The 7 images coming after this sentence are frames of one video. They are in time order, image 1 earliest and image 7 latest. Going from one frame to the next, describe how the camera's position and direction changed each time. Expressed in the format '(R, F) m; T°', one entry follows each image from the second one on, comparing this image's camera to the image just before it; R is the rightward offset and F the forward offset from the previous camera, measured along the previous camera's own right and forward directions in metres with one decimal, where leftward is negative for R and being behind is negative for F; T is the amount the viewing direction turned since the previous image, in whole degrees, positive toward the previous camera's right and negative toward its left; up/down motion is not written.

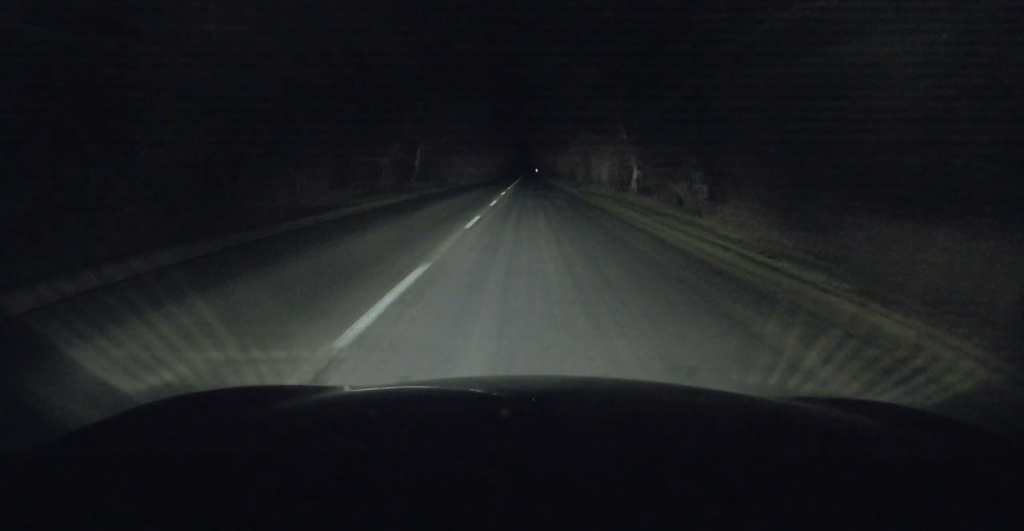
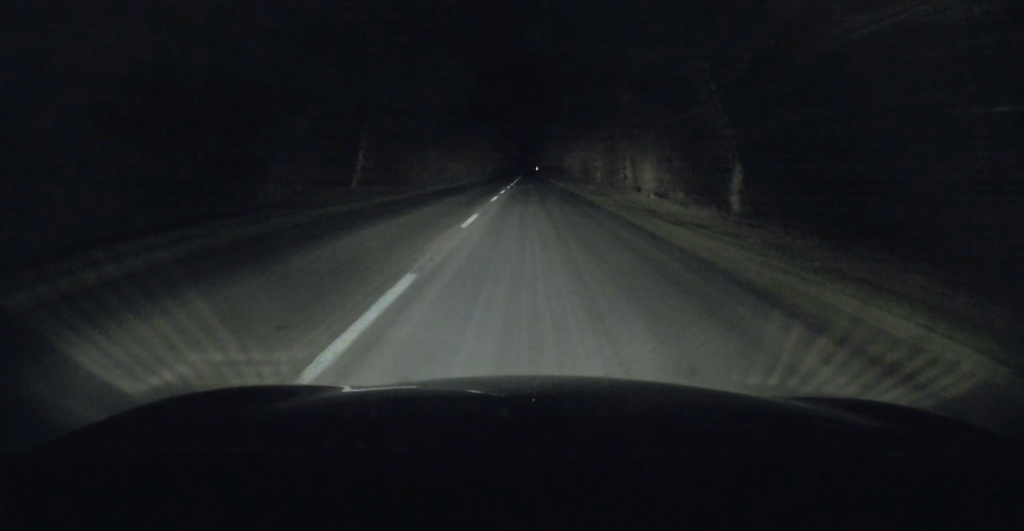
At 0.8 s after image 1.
(+0.4, +18.5) m; 0°
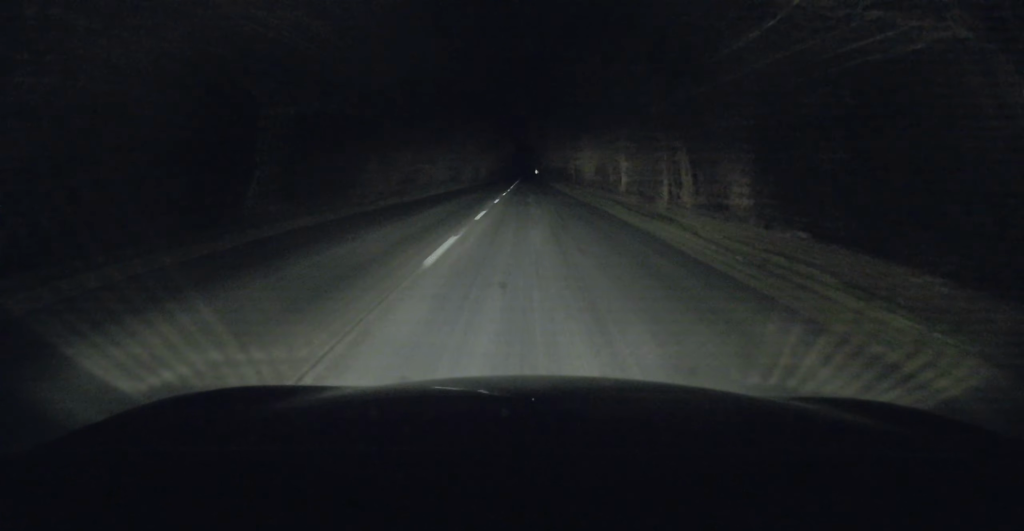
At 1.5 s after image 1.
(-0.3, +14.2) m; -1°
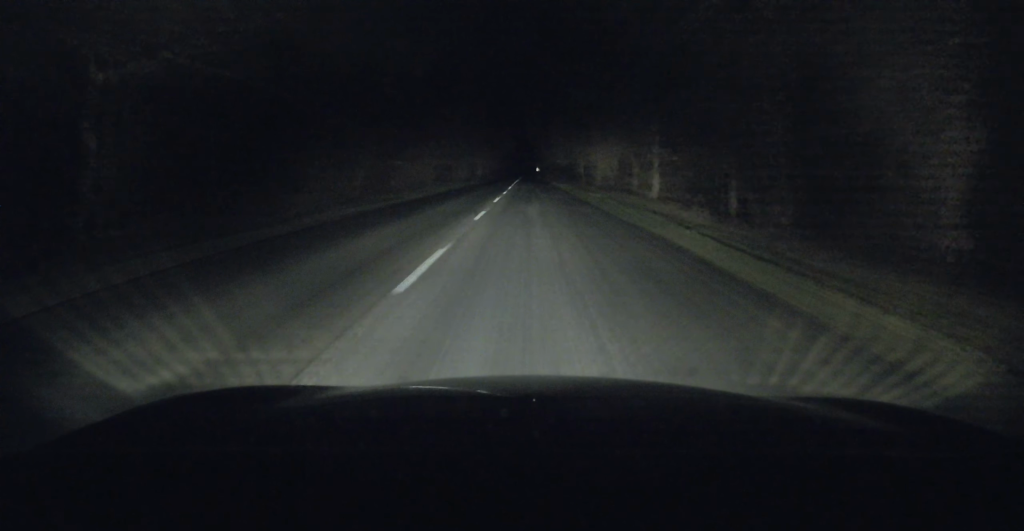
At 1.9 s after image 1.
(-0.1, +9.7) m; 0°
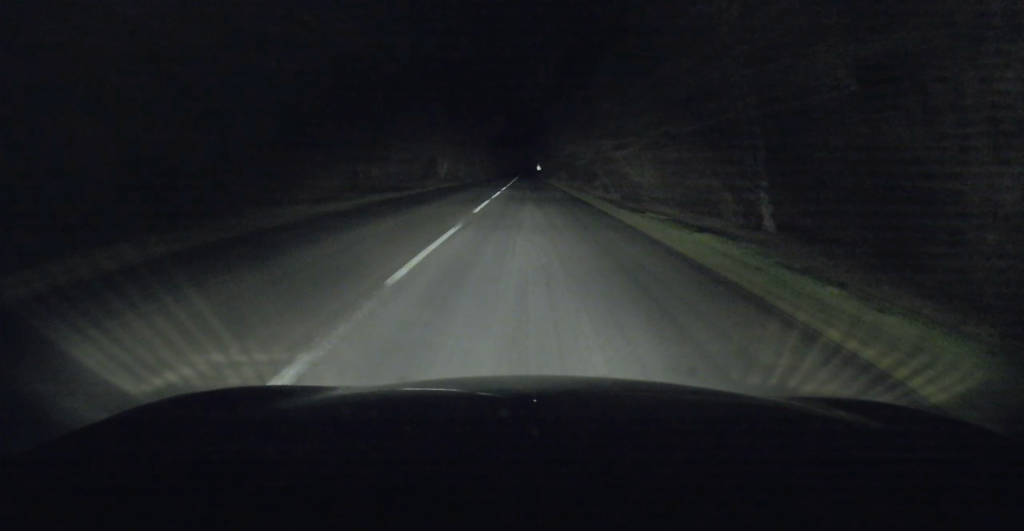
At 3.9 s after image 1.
(+0.8, +44.9) m; +1°
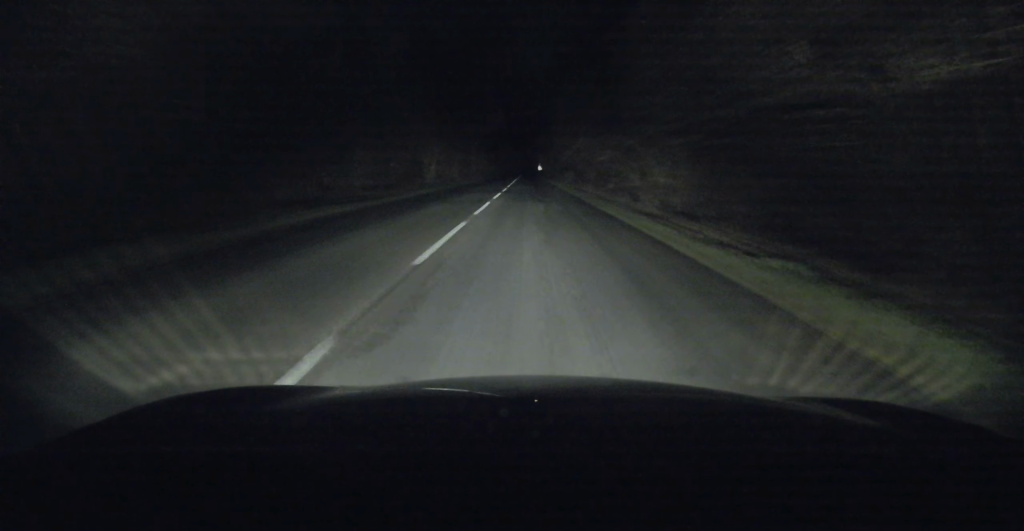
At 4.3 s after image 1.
(-0.2, +9.0) m; 0°
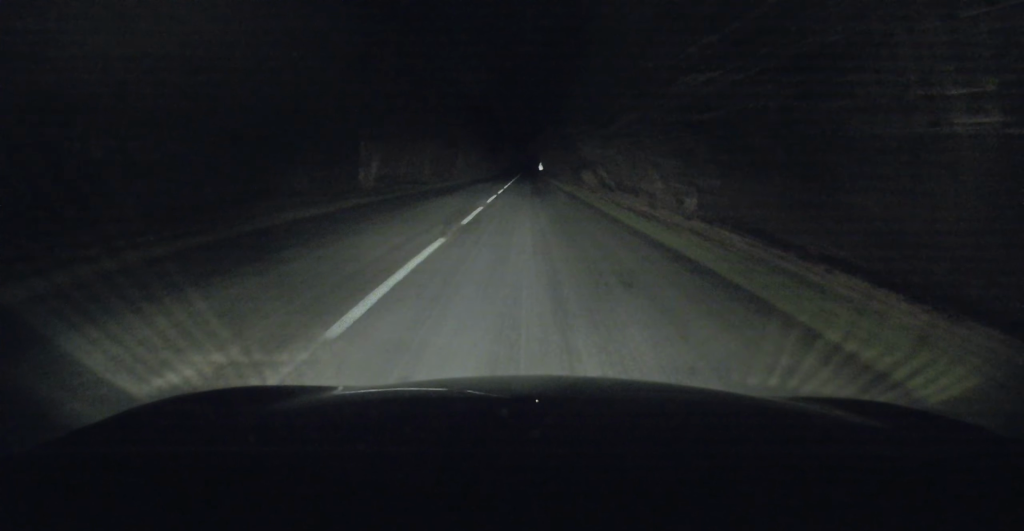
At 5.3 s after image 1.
(-0.2, +21.7) m; 0°
